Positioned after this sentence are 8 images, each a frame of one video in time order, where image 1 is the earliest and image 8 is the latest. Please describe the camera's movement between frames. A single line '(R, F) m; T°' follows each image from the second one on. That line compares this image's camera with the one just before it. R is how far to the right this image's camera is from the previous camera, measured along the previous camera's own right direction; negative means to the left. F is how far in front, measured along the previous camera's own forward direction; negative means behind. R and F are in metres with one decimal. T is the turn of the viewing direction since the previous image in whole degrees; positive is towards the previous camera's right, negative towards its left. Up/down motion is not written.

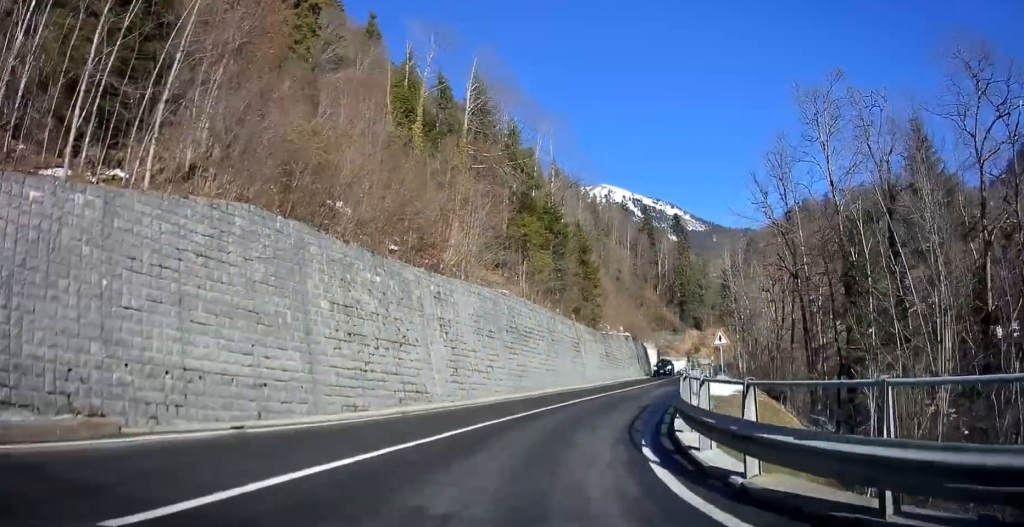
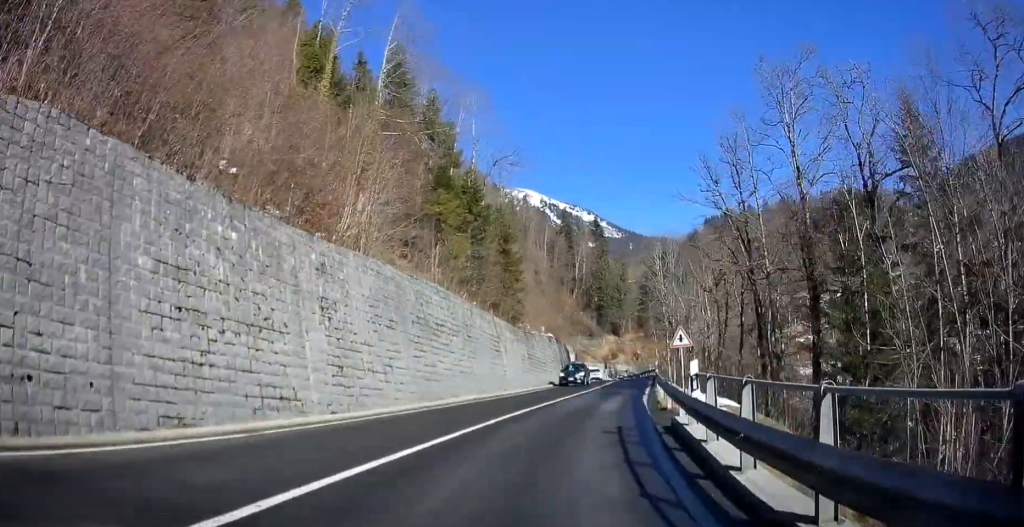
(+0.2, +6.1) m; +7°
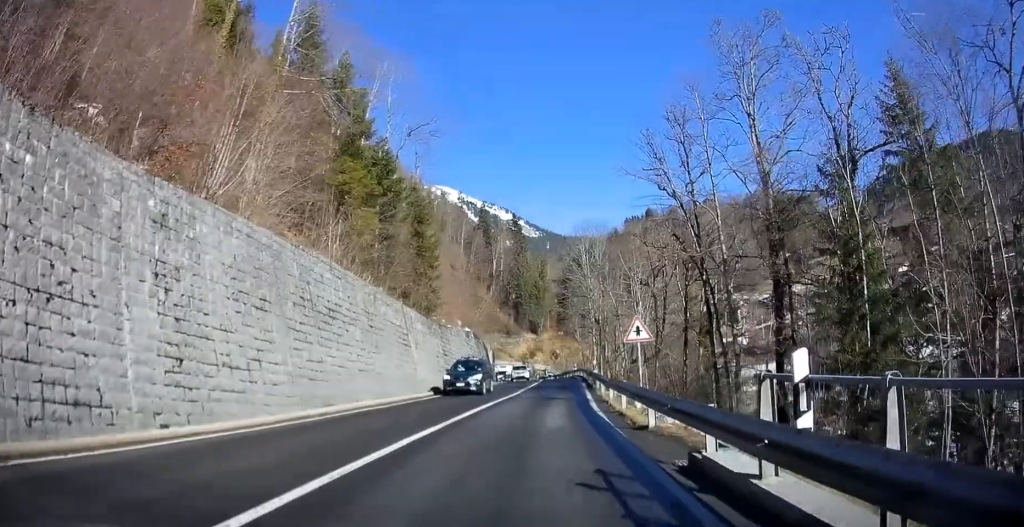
(+0.5, +5.4) m; +6°
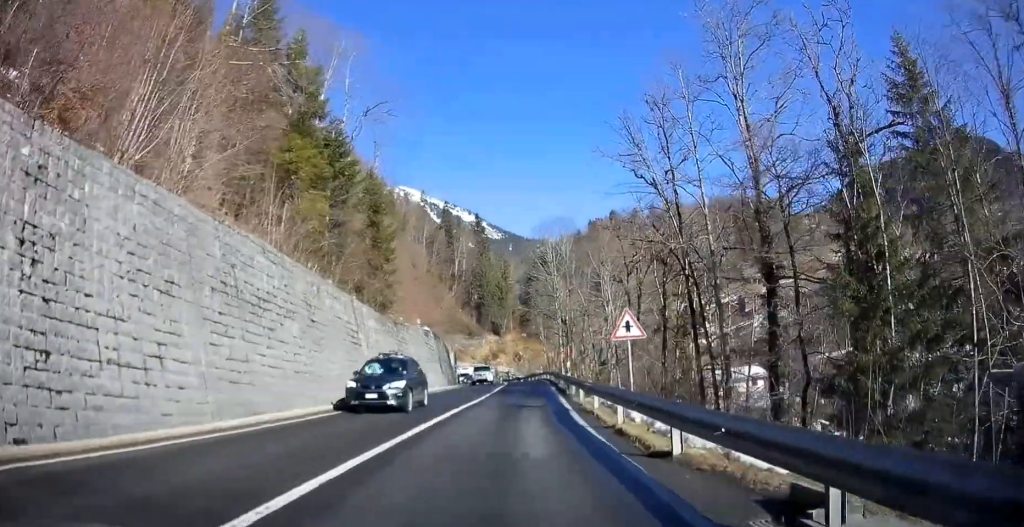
(+0.1, +3.4) m; +3°
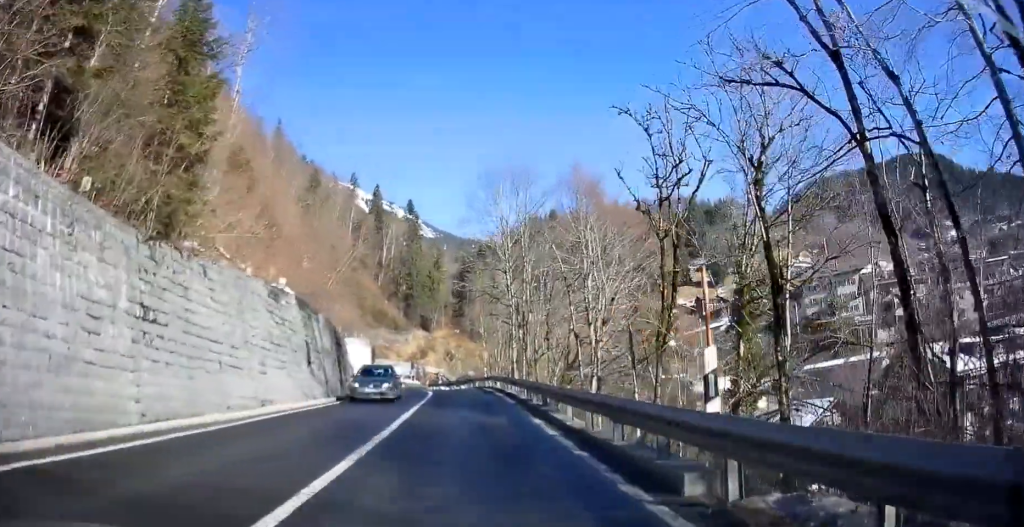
(+2.2, +20.6) m; +7°
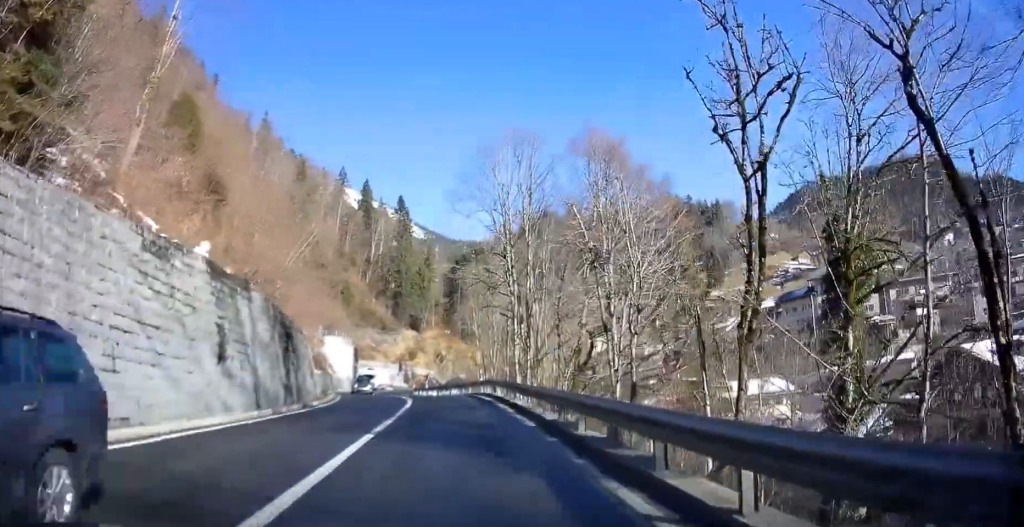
(0.0, +8.0) m; -1°
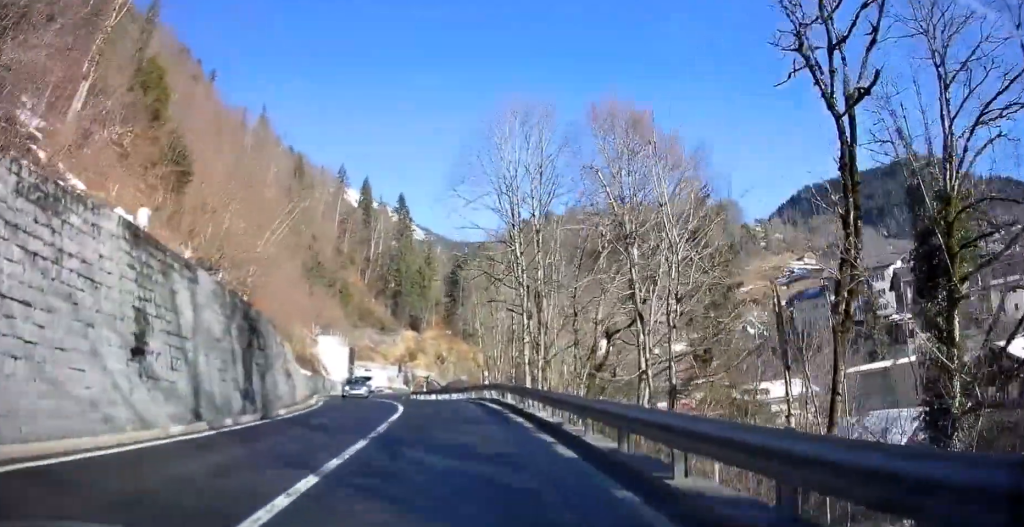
(-0.1, +4.2) m; 0°
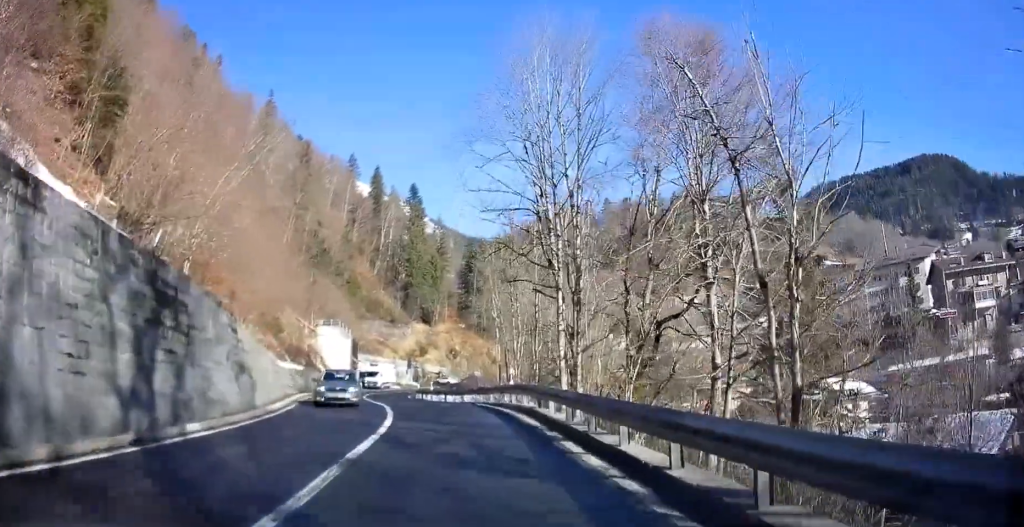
(0.0, +7.2) m; 0°
